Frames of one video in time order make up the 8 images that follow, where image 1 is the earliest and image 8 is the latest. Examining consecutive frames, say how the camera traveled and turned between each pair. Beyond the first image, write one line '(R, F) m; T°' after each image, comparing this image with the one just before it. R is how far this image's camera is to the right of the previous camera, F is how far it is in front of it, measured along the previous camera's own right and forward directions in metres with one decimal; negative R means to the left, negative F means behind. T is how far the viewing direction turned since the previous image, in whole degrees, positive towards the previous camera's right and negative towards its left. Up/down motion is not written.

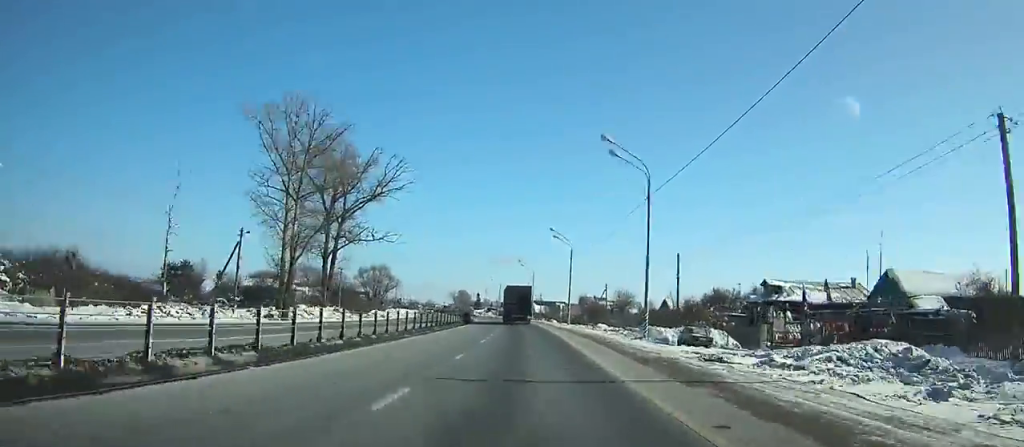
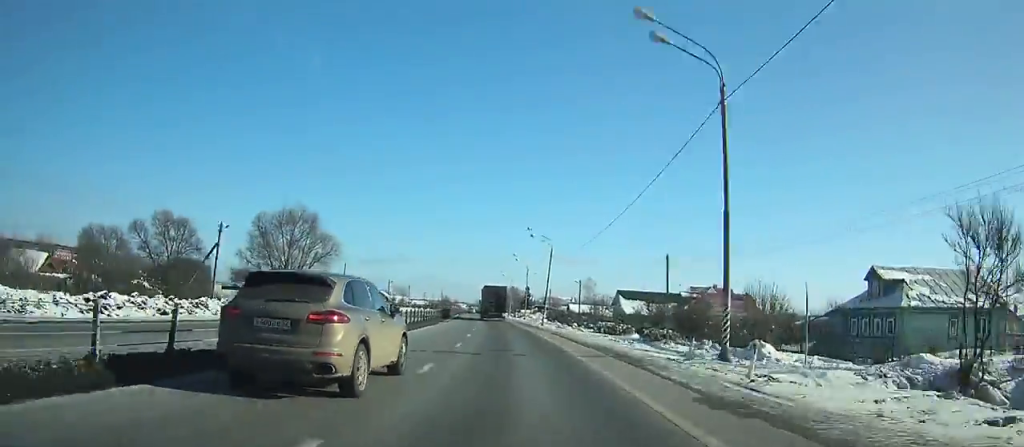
(-3.4, +93.5) m; -5°
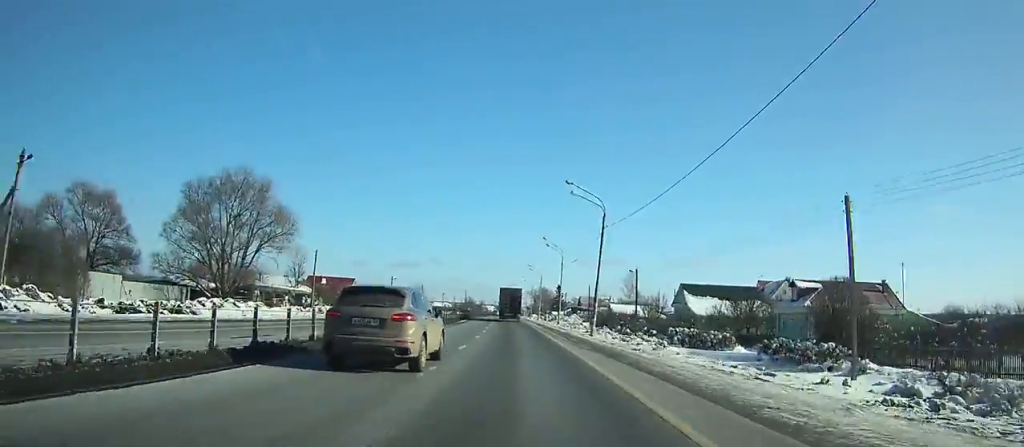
(-0.3, +24.3) m; -2°
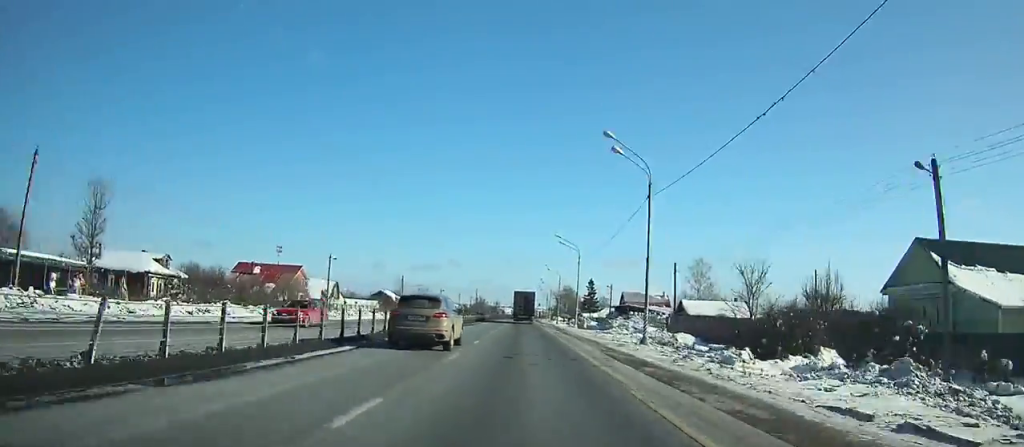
(-1.5, +46.7) m; -2°
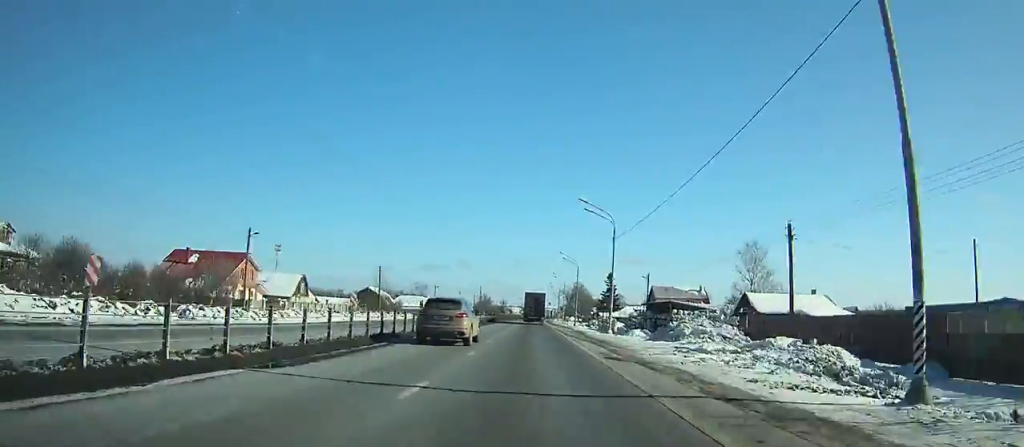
(-0.2, +22.4) m; -1°
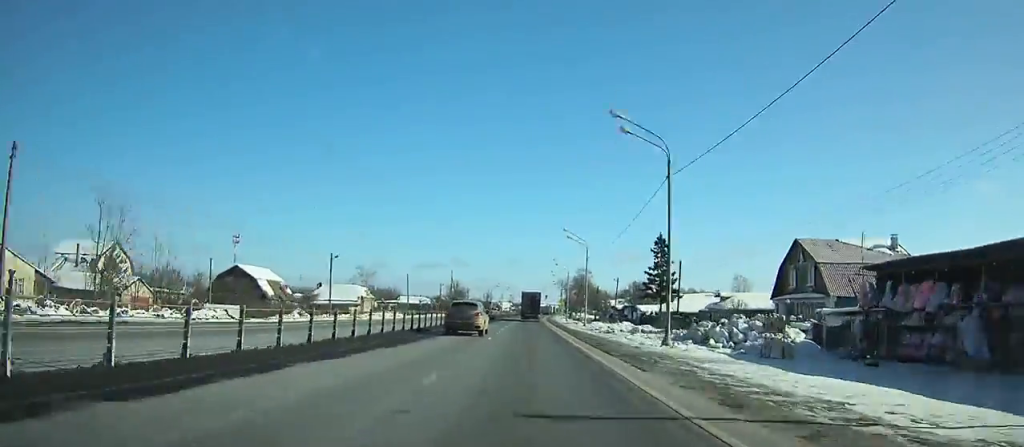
(-0.2, +63.6) m; 0°
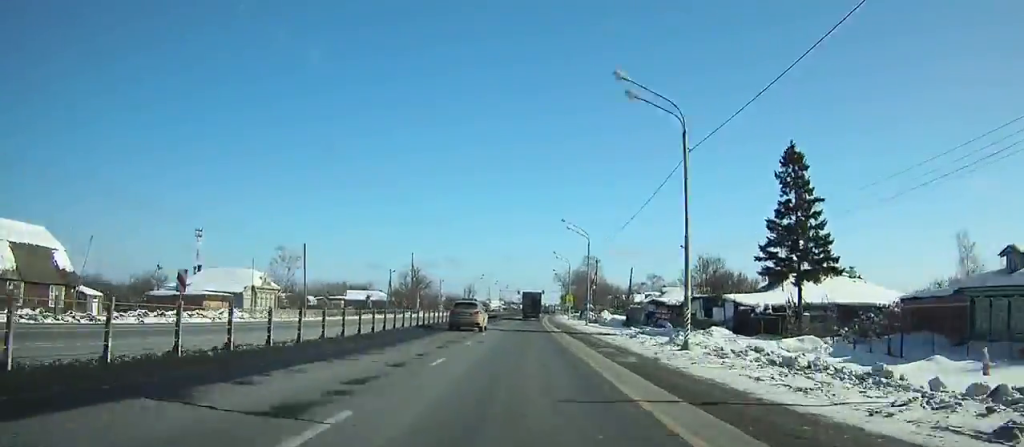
(+0.1, +44.8) m; 0°
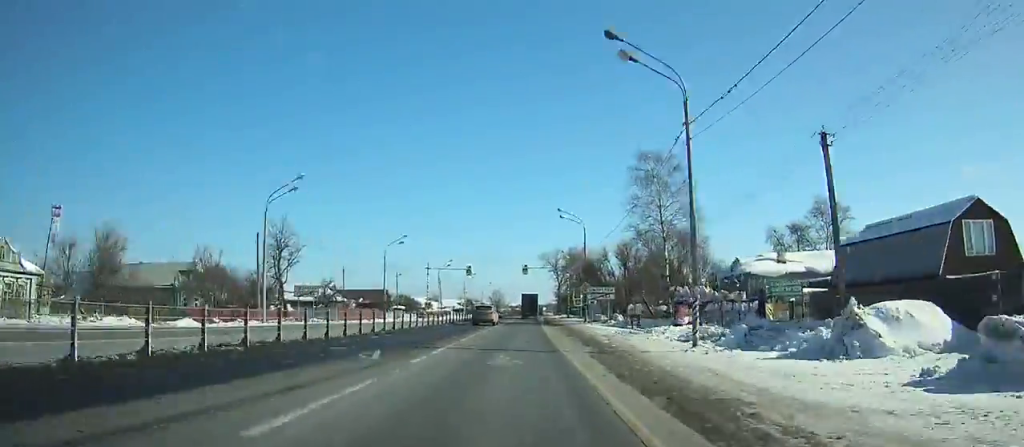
(+2.5, +120.9) m; +2°
